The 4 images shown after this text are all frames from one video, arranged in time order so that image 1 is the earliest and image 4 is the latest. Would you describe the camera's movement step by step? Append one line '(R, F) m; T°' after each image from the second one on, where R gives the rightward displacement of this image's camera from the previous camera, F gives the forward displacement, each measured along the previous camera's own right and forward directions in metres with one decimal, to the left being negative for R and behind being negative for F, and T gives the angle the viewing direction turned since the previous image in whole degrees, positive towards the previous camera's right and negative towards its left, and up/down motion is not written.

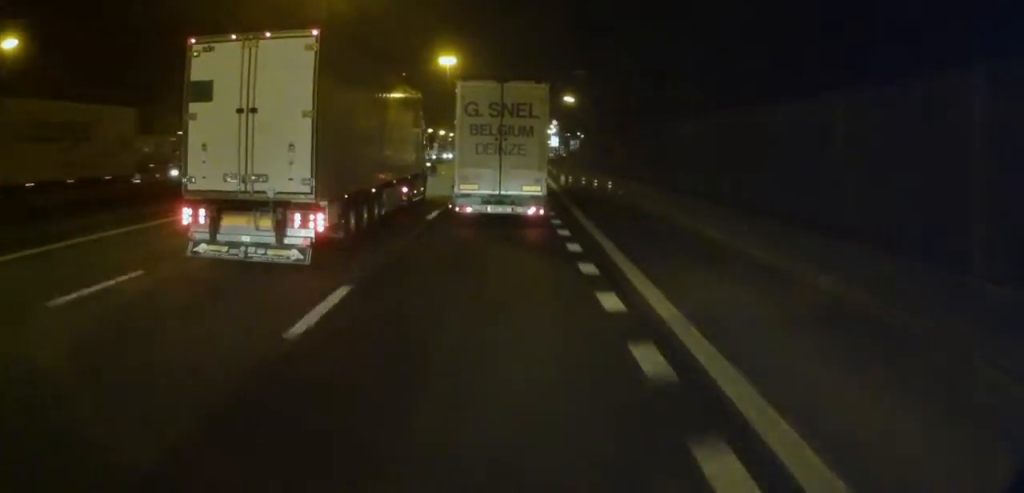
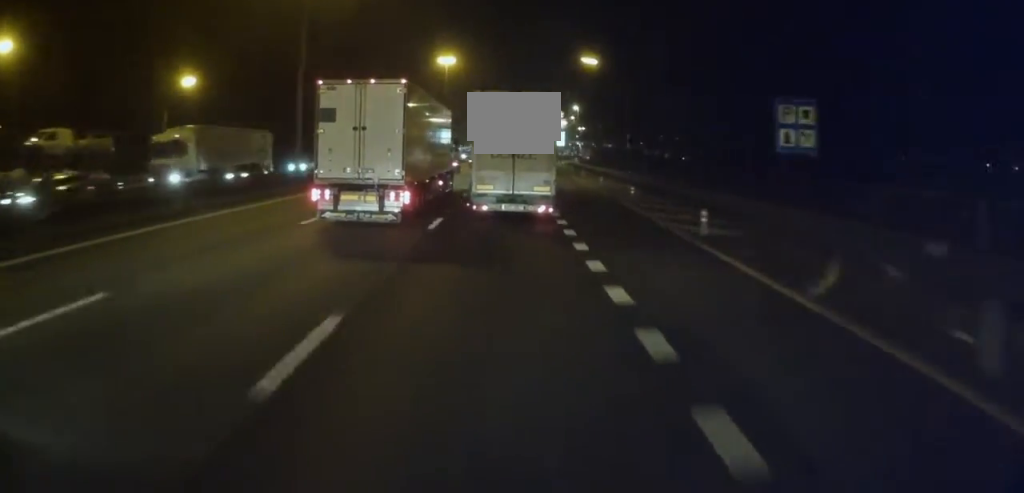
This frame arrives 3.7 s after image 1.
(+0.6, +88.5) m; +1°
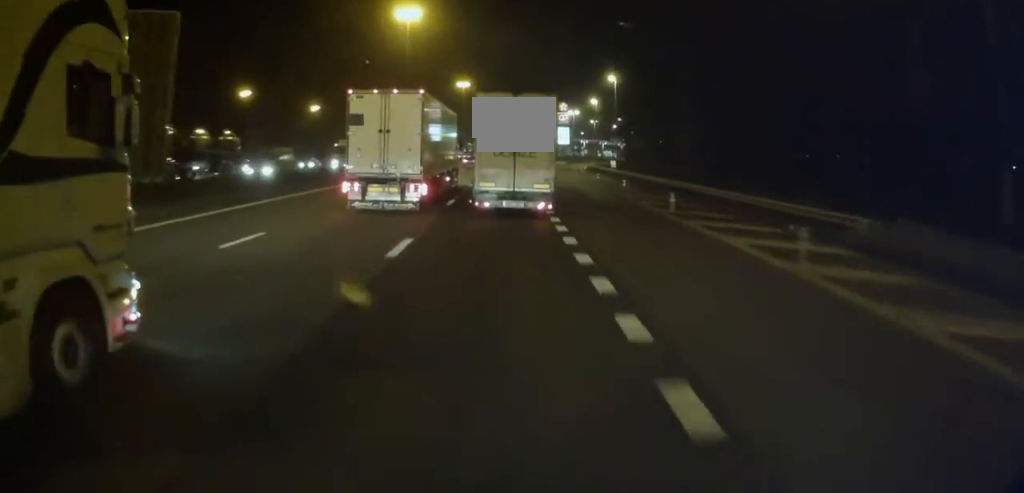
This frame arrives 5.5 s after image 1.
(+0.7, +42.5) m; +1°
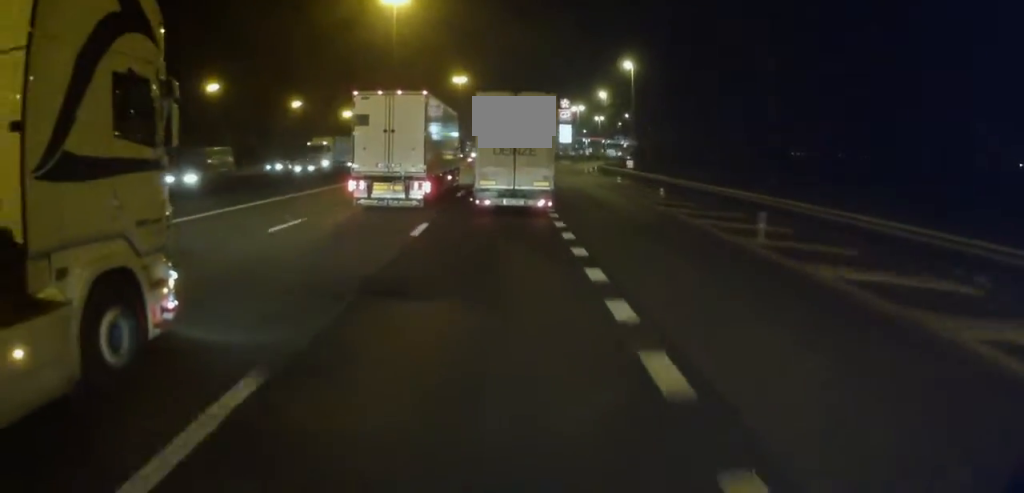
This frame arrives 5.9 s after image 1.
(-0.1, +9.5) m; 0°
